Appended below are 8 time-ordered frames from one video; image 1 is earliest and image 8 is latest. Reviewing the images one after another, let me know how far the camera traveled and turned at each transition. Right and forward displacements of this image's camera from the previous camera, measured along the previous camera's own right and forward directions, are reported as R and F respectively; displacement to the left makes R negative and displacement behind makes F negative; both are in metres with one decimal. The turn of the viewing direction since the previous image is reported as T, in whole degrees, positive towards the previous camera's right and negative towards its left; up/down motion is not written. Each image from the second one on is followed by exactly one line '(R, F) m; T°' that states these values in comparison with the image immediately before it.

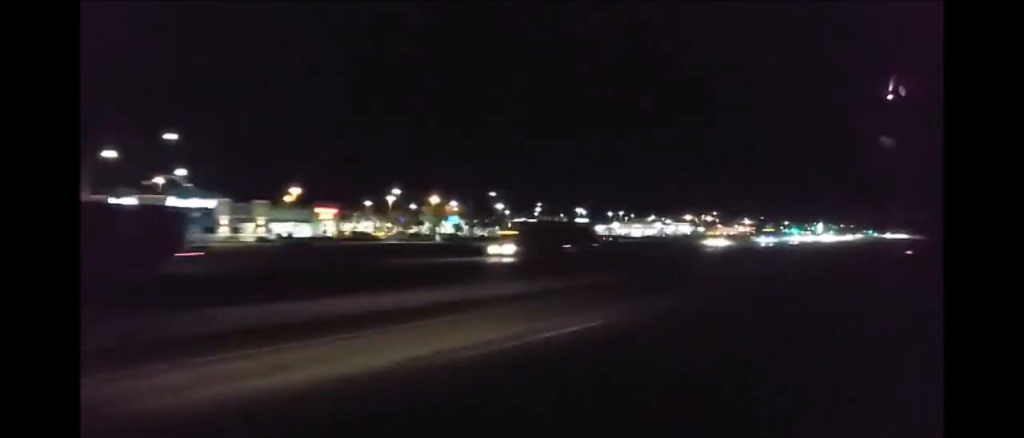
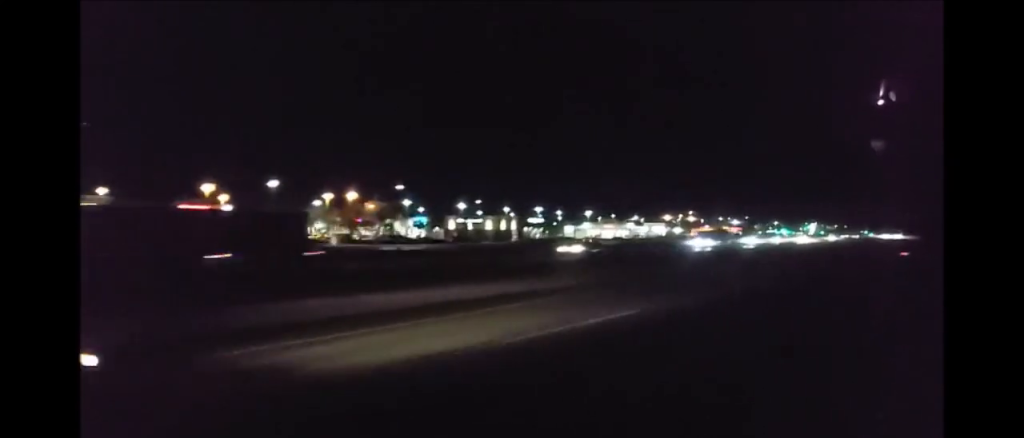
(-0.3, +25.5) m; -1°
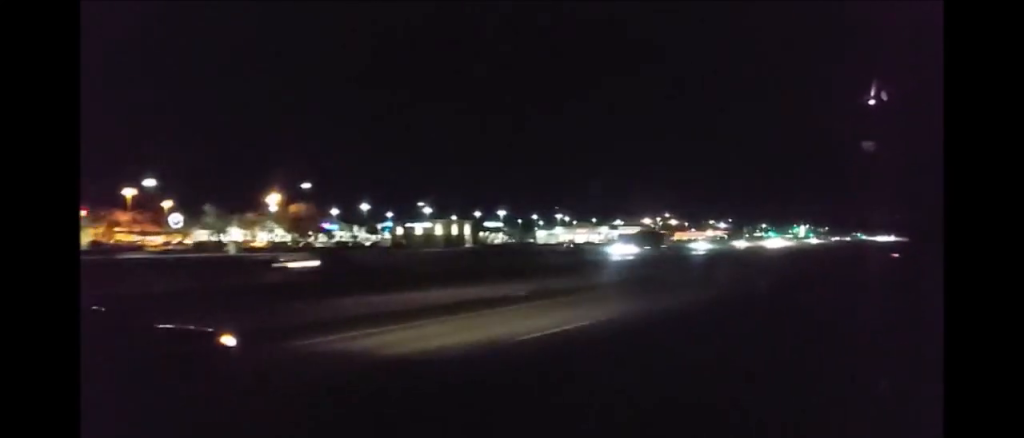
(+0.2, +17.4) m; 0°
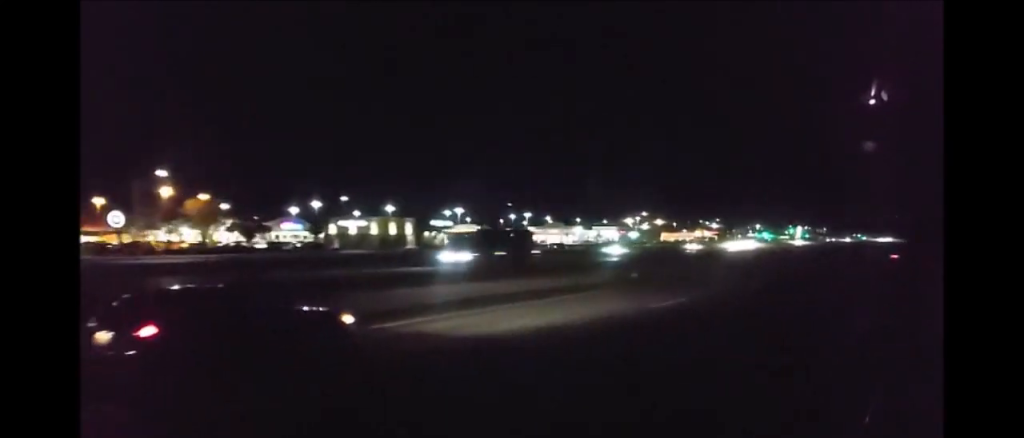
(-0.2, +20.6) m; 0°
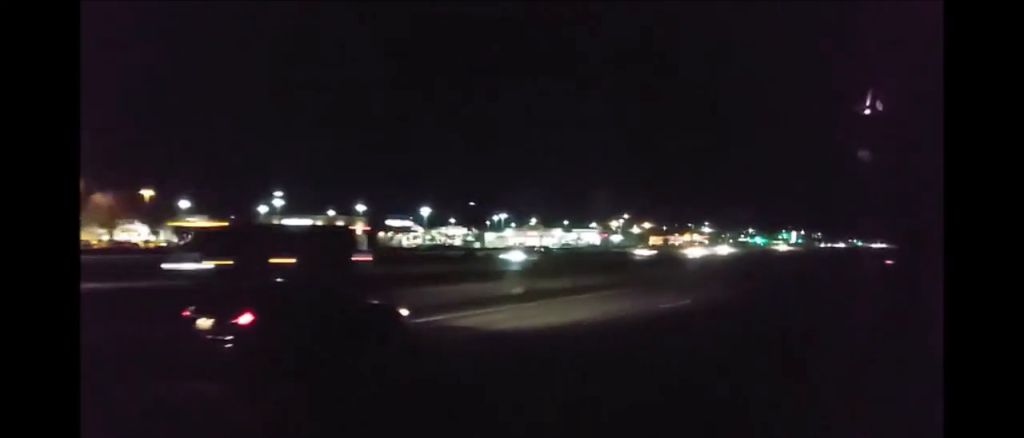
(-0.4, +14.4) m; 0°
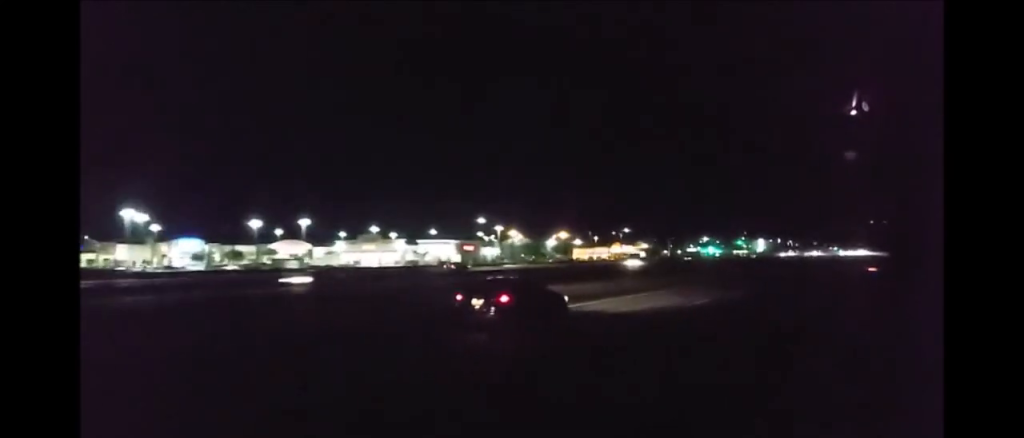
(+0.6, +66.4) m; -1°
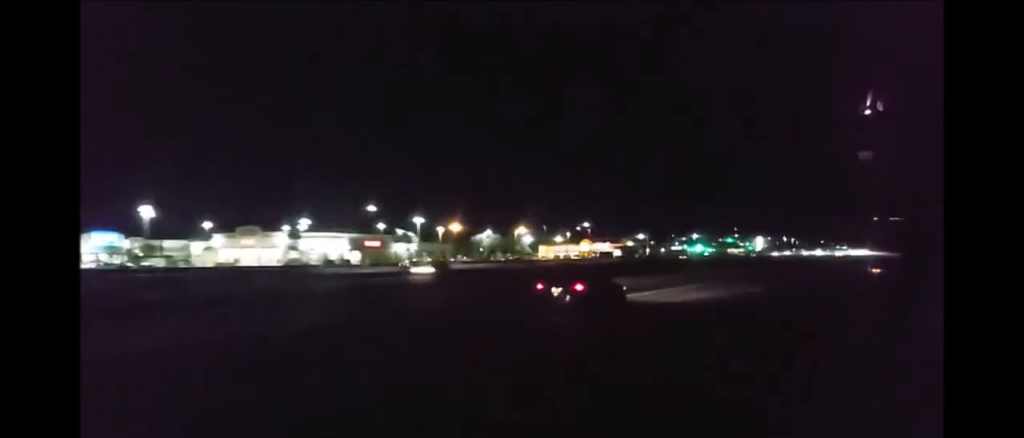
(+0.1, +34.5) m; 0°
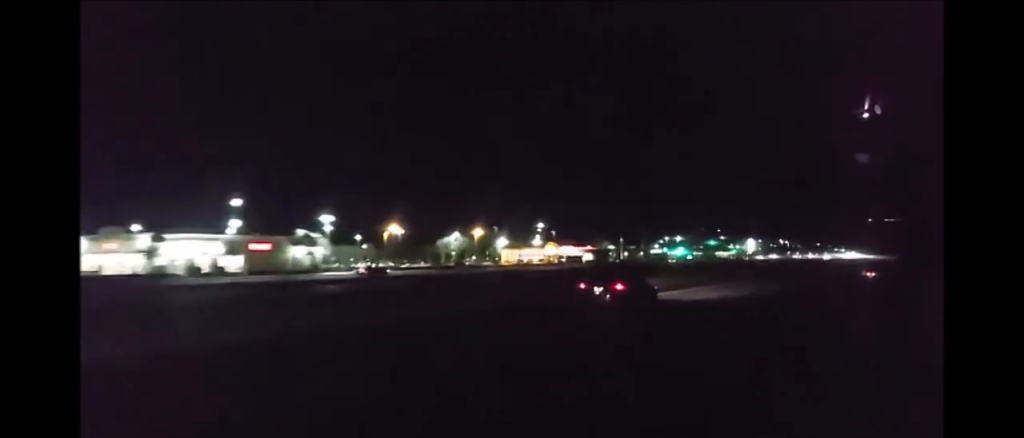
(+0.3, +24.3) m; -1°
